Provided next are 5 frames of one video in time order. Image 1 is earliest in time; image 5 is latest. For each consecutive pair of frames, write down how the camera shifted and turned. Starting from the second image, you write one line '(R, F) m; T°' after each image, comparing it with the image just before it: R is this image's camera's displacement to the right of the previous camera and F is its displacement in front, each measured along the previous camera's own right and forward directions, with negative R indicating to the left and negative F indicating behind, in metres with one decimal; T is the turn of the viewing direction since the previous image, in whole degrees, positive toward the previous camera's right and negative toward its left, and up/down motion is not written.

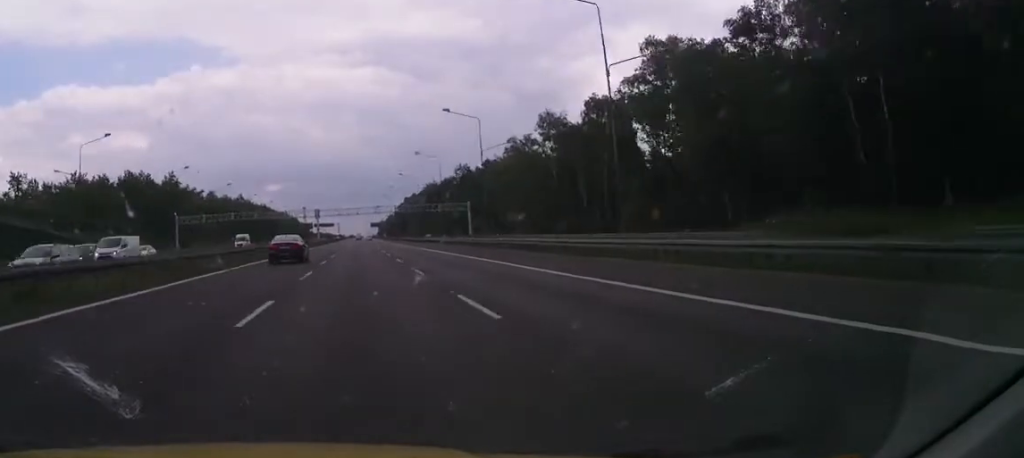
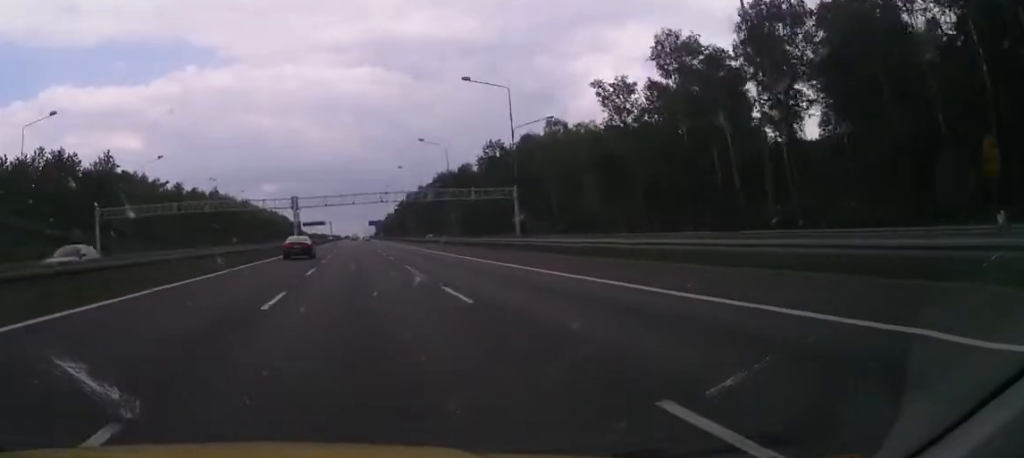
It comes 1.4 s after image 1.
(0.0, +45.1) m; 0°
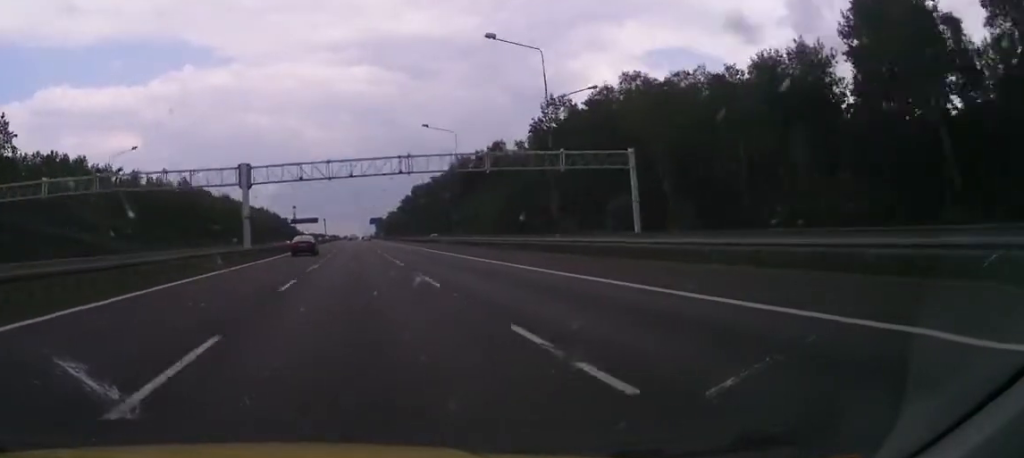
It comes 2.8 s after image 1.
(0.0, +42.8) m; 0°
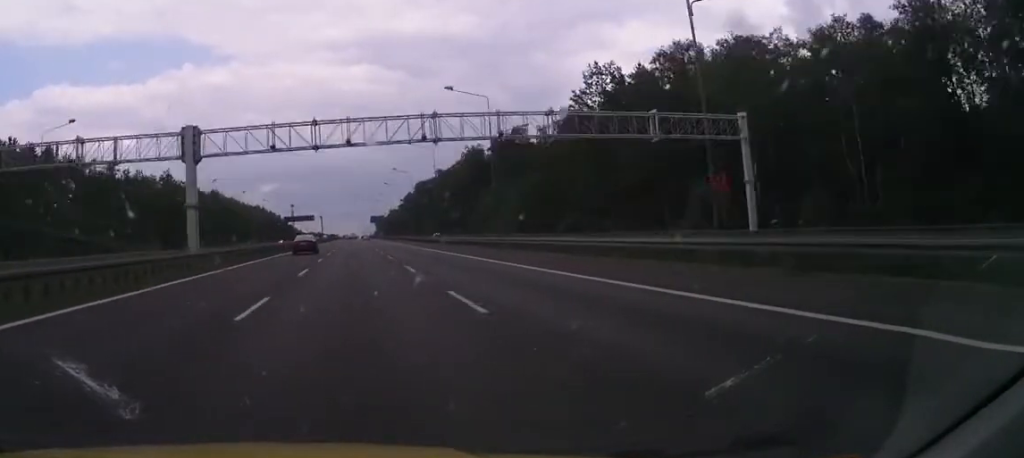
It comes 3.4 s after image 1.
(0.0, +17.6) m; 0°
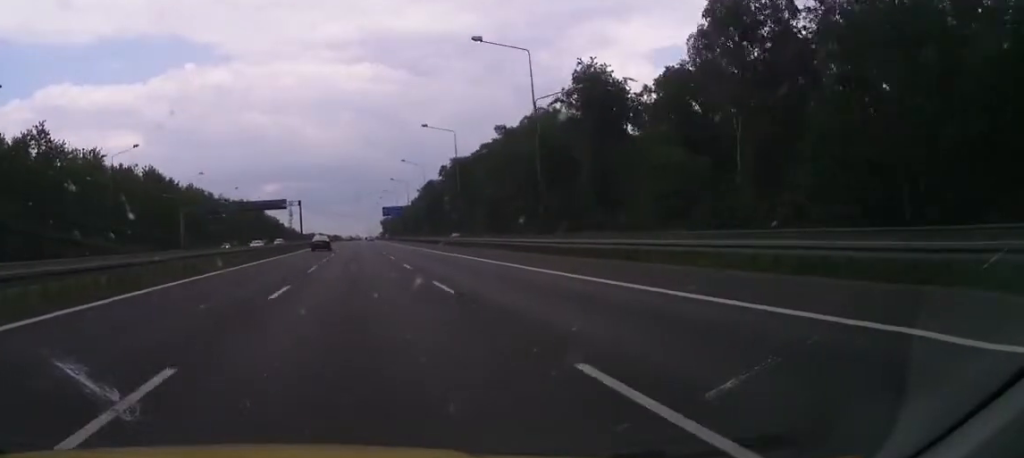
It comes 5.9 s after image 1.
(-0.9, +79.4) m; 0°
